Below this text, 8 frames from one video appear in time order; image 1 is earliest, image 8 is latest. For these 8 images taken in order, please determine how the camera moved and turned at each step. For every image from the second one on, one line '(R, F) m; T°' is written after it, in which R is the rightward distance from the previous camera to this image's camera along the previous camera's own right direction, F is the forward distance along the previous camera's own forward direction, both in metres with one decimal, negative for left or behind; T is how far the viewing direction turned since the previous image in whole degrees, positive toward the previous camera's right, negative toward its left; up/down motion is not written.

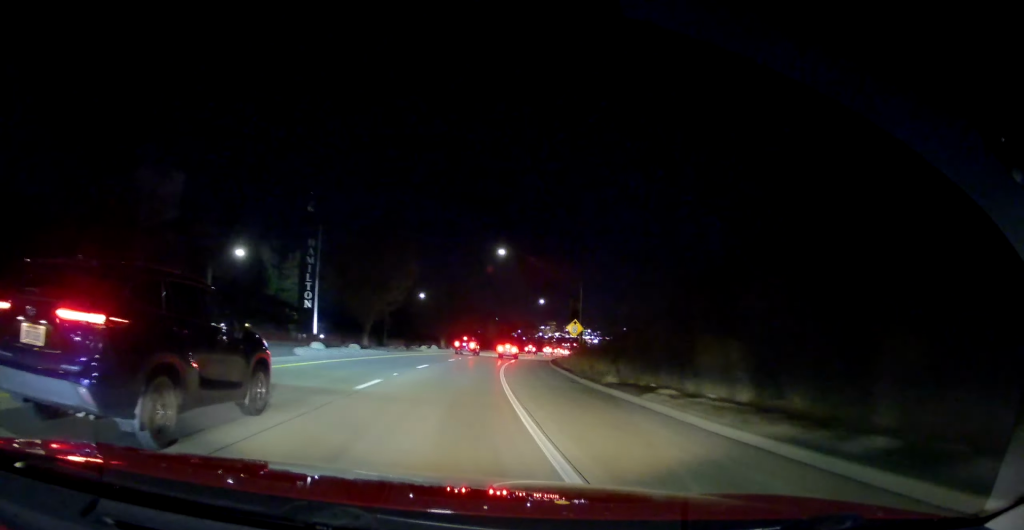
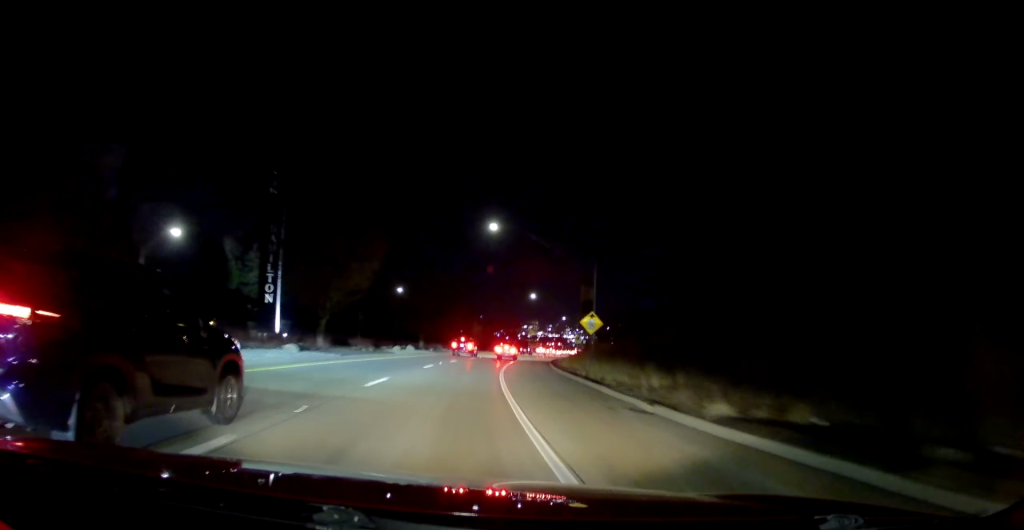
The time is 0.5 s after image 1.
(0.0, +10.4) m; +1°
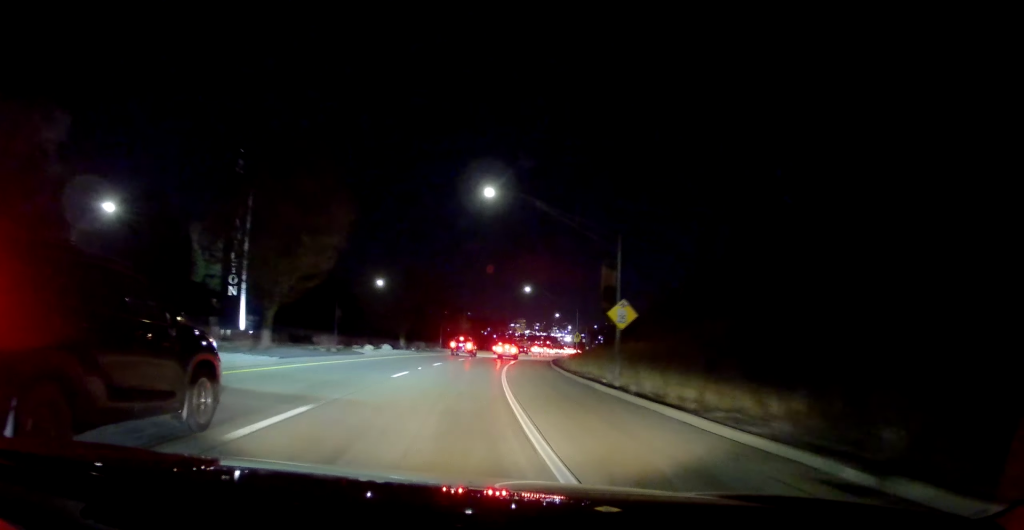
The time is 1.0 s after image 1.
(+0.2, +8.4) m; +1°
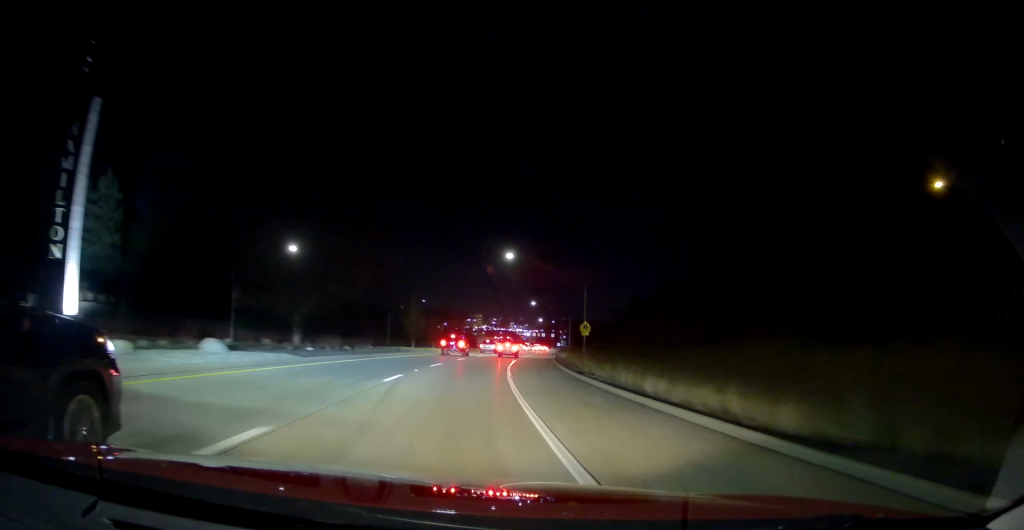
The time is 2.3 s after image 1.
(+1.0, +26.4) m; +5°
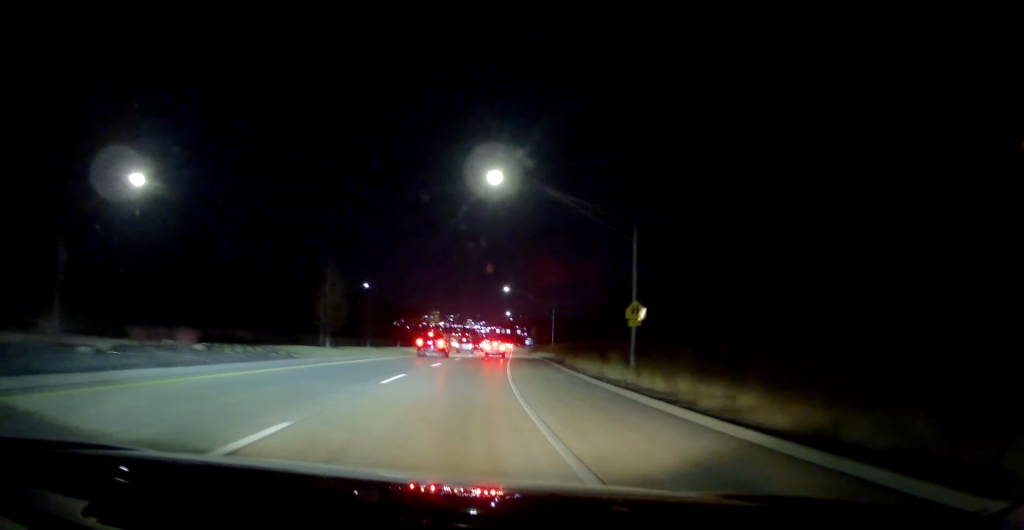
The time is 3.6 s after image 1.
(+0.9, +24.5) m; +5°
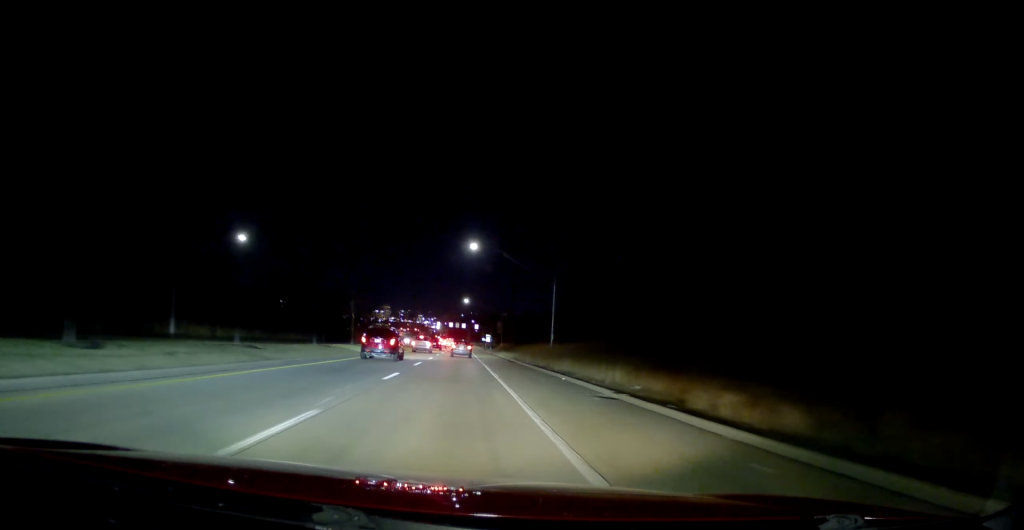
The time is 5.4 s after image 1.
(+1.9, +34.7) m; +4°
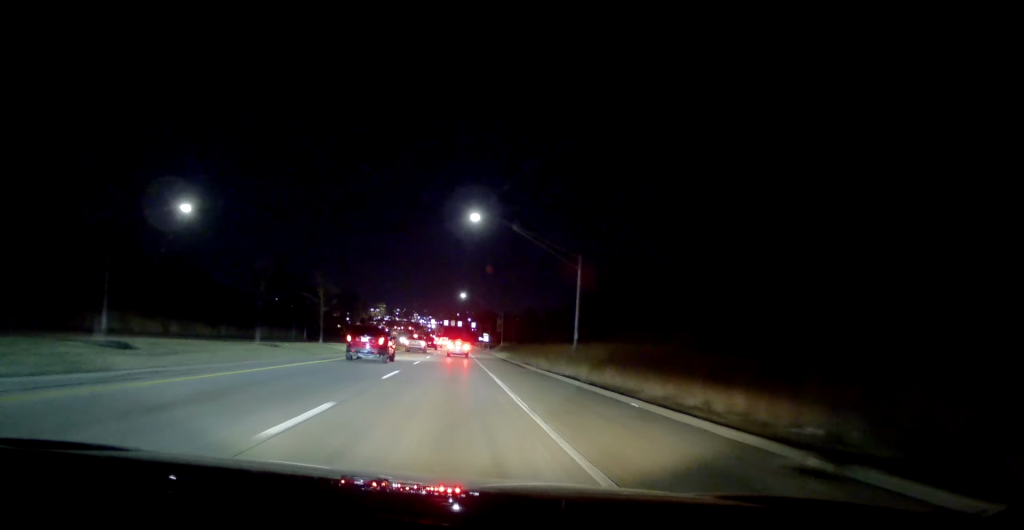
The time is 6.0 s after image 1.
(+0.1, +10.8) m; +1°
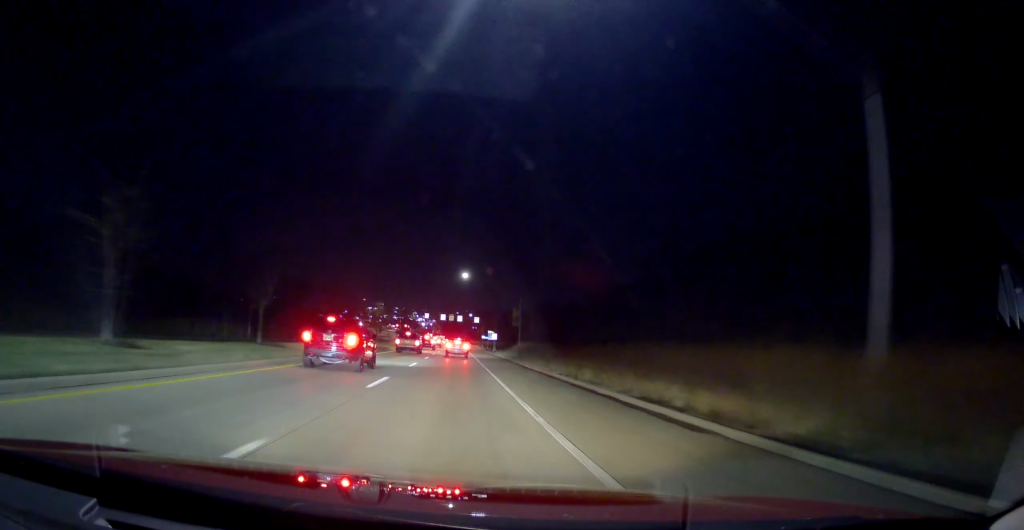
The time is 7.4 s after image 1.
(+0.5, +27.6) m; +1°
